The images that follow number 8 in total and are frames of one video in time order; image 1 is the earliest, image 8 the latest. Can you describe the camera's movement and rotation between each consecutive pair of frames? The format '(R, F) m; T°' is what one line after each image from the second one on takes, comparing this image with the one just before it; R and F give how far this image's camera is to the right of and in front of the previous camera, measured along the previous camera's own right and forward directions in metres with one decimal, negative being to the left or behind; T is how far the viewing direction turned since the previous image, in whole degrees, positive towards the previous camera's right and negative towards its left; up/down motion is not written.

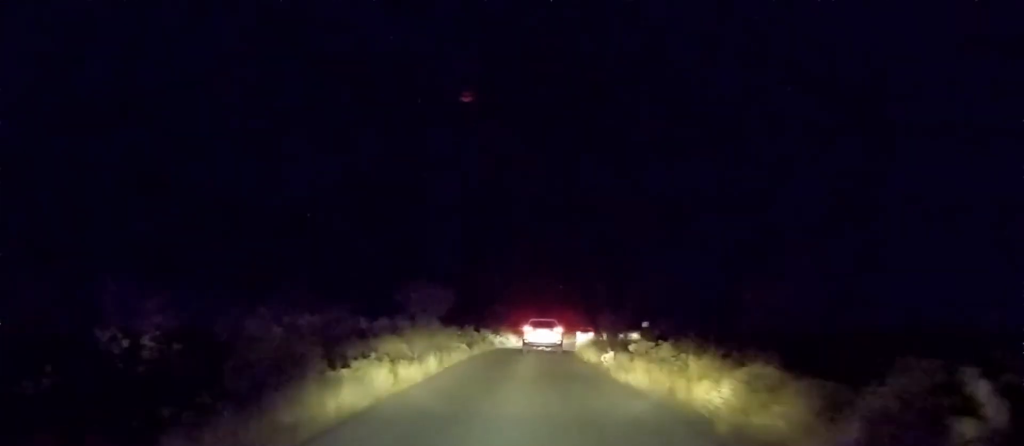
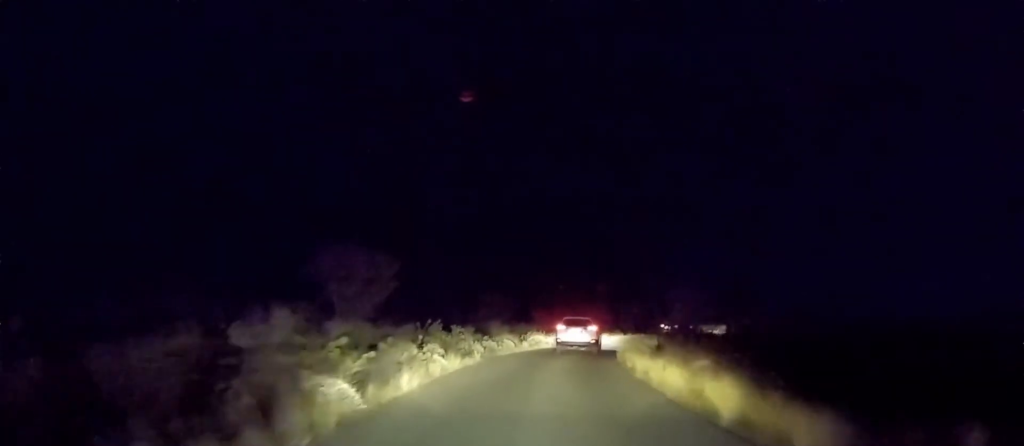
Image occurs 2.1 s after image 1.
(0.0, +15.4) m; 0°
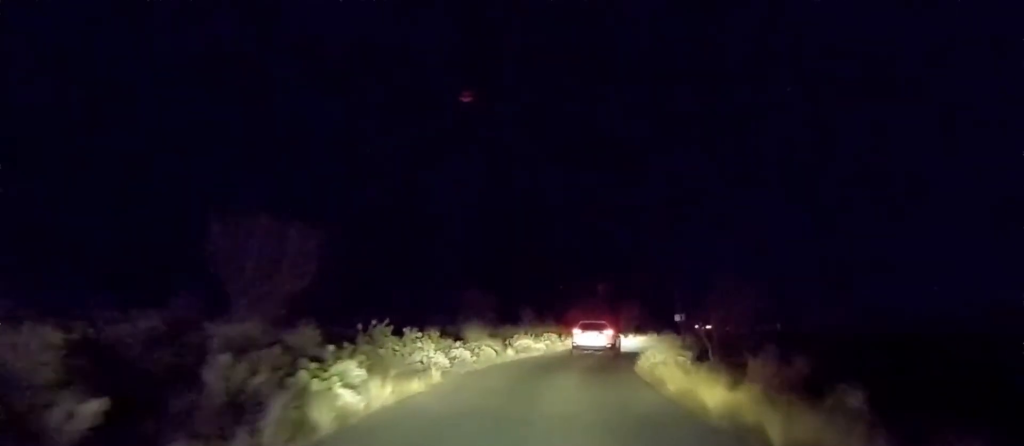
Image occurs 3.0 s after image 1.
(0.0, +6.1) m; 0°
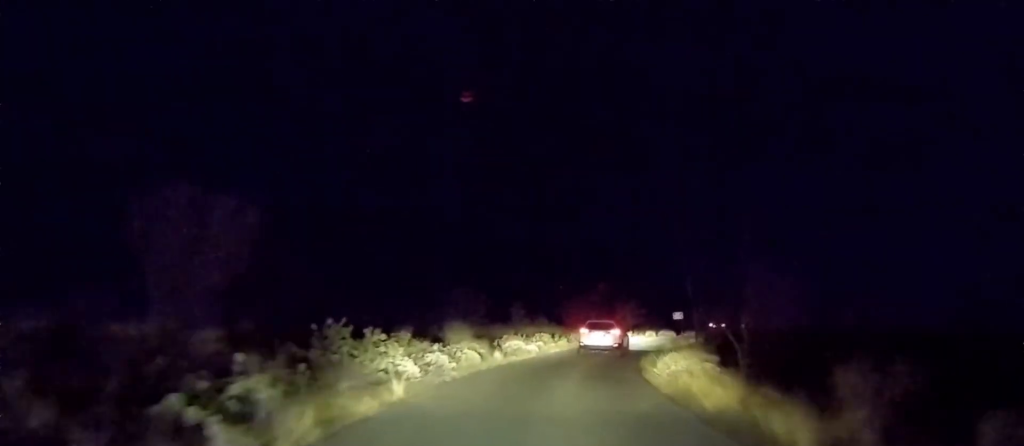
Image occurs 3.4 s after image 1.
(0.0, +2.6) m; 0°
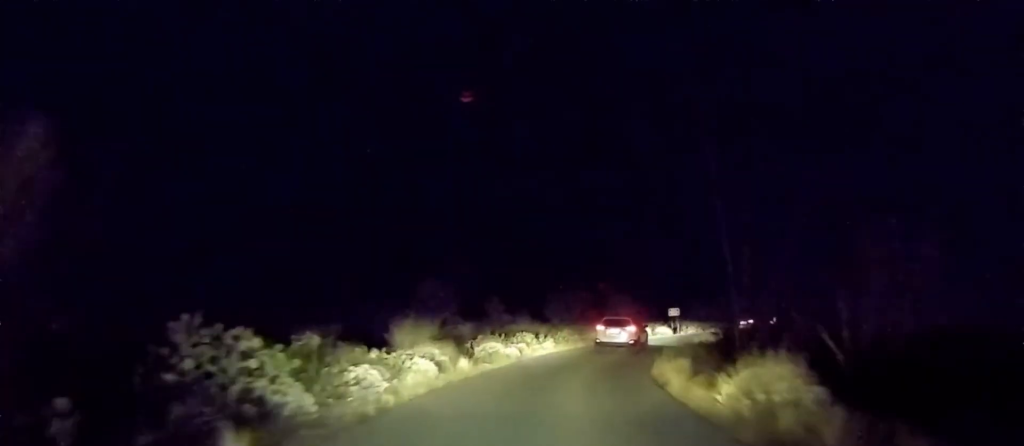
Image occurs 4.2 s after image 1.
(0.0, +4.8) m; +4°
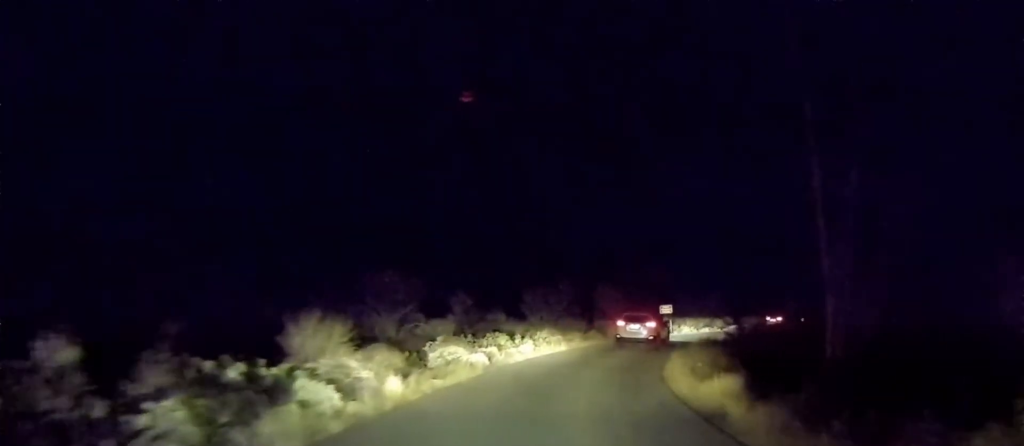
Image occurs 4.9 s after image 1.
(+0.1, +5.0) m; +3°
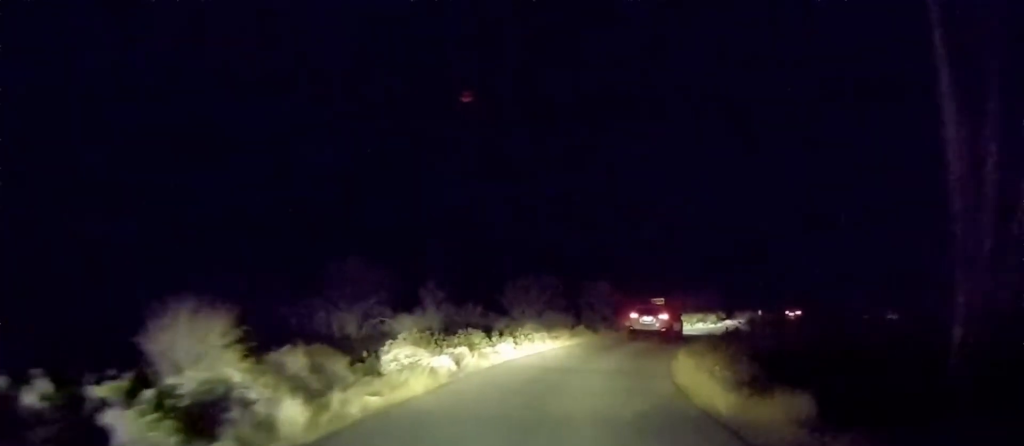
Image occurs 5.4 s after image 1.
(+0.4, +3.2) m; 0°
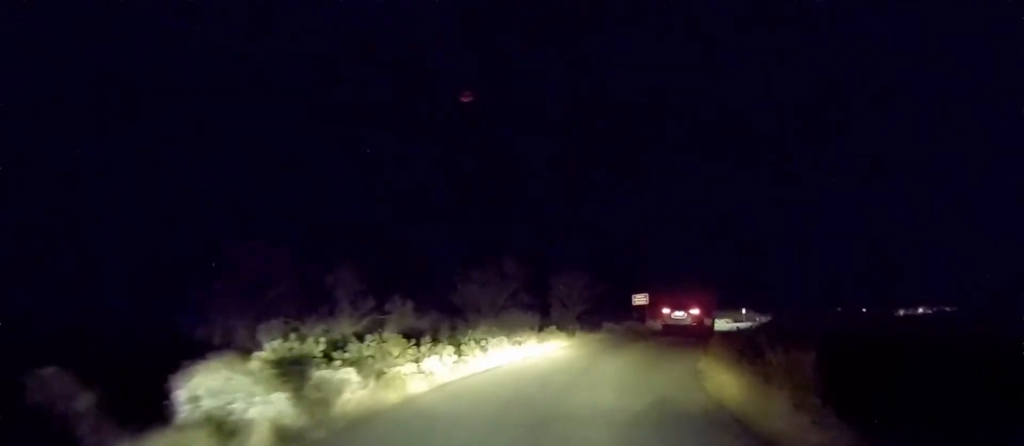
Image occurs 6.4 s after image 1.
(-0.5, +6.4) m; 0°
